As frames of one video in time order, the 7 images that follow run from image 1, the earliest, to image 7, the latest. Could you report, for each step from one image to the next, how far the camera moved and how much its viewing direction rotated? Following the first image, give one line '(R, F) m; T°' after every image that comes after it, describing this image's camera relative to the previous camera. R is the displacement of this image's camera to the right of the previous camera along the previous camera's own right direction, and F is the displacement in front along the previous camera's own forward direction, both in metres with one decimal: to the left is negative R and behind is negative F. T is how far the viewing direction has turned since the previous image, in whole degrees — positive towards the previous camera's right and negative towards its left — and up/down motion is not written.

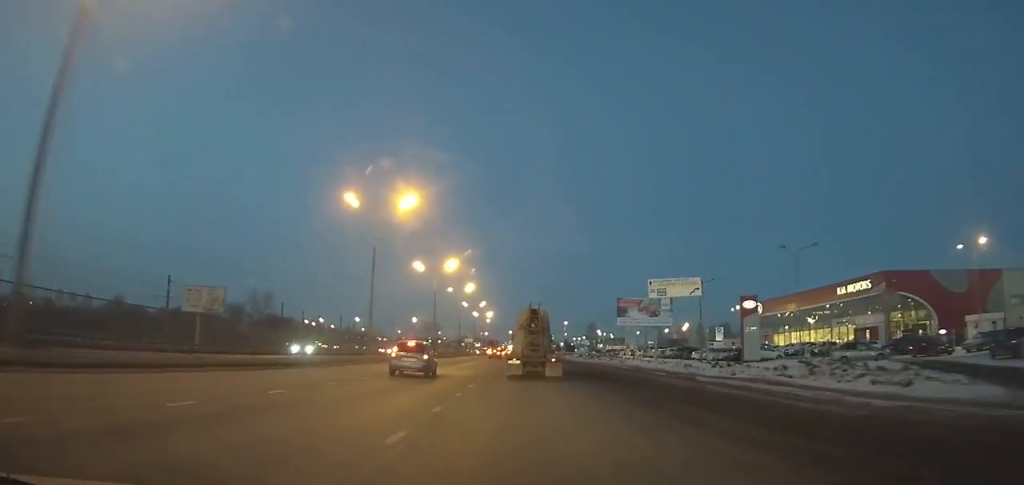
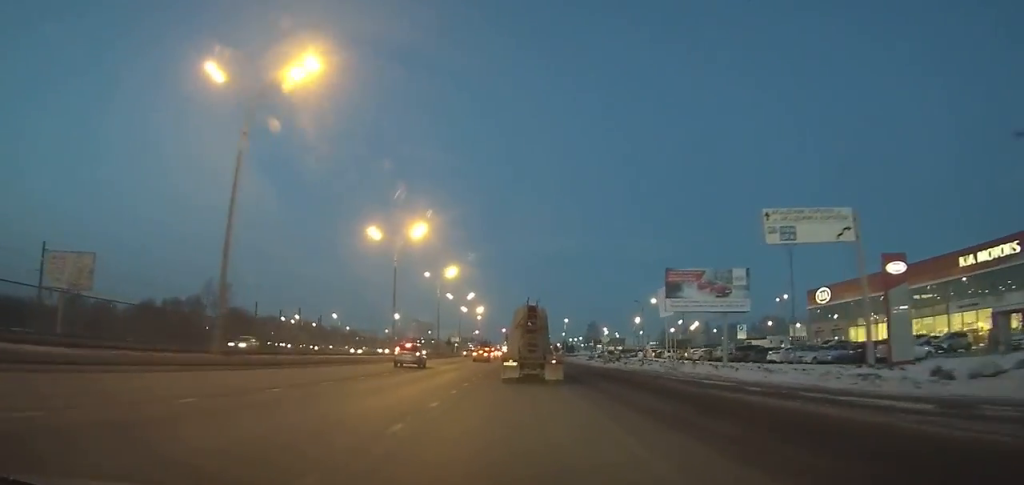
(0.0, +19.7) m; 0°
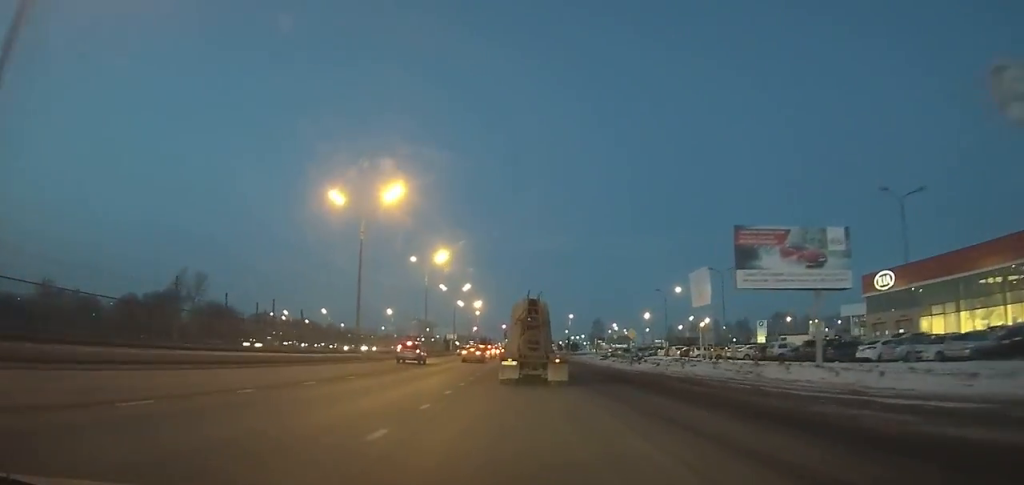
(0.0, +11.6) m; 0°
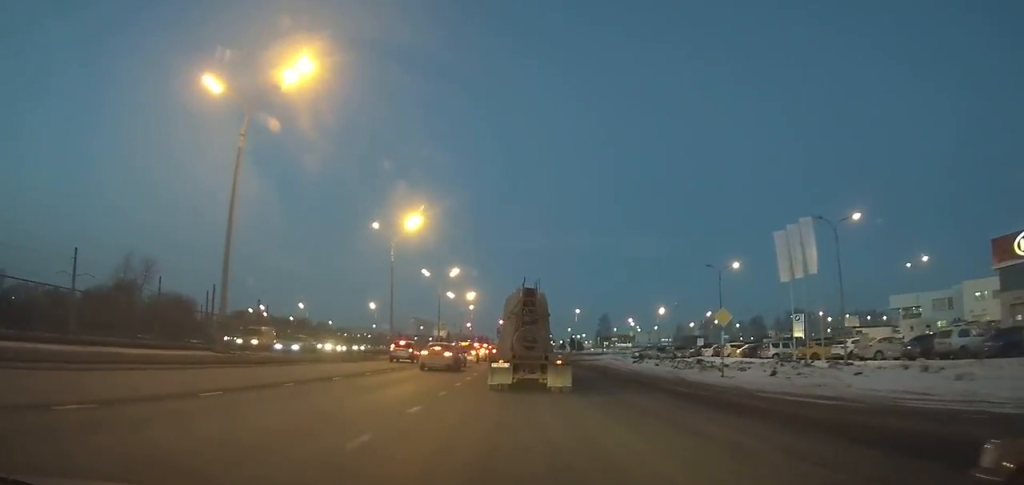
(-0.1, +17.2) m; 0°
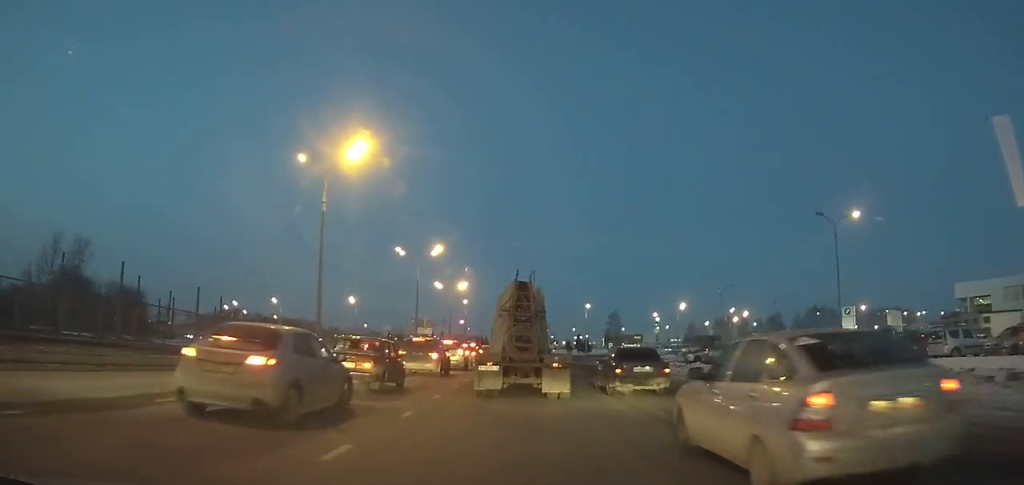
(0.0, +19.4) m; +1°
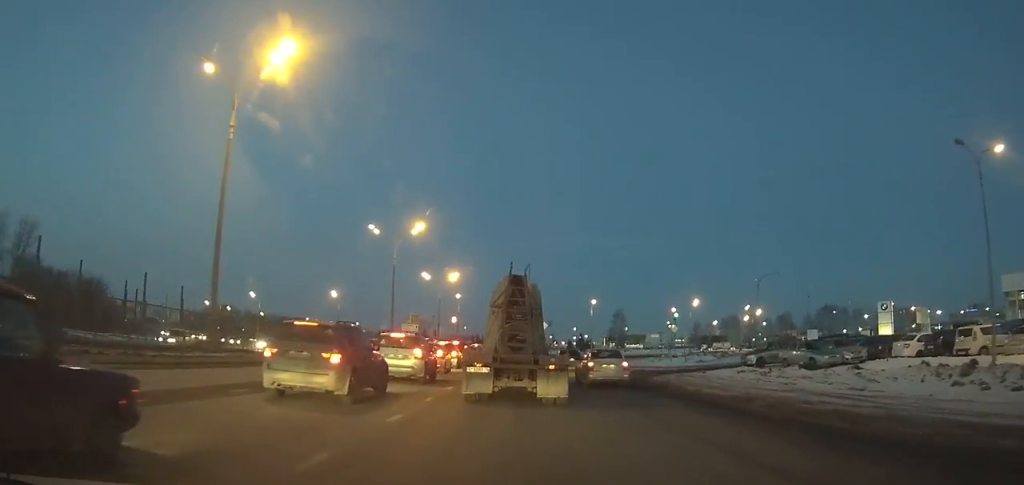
(+0.2, +10.6) m; +1°
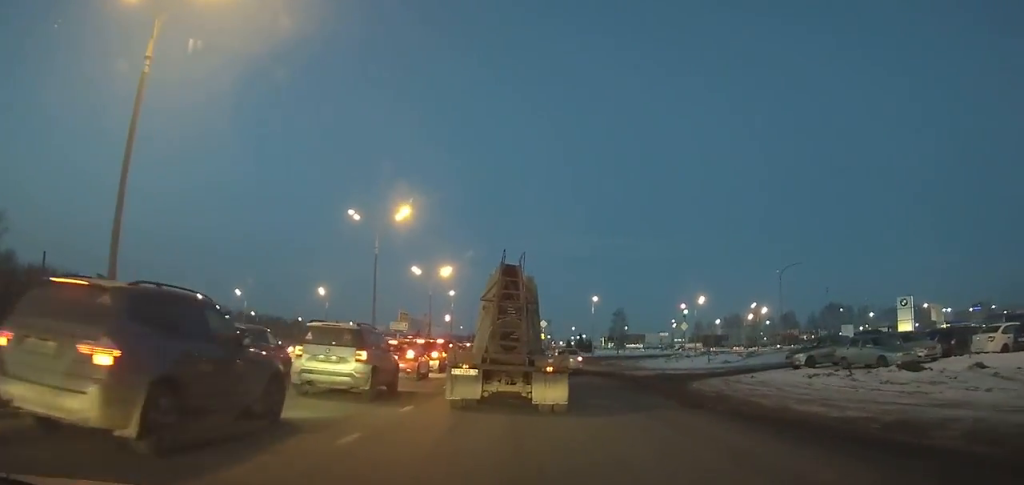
(-0.1, +4.4) m; +1°
